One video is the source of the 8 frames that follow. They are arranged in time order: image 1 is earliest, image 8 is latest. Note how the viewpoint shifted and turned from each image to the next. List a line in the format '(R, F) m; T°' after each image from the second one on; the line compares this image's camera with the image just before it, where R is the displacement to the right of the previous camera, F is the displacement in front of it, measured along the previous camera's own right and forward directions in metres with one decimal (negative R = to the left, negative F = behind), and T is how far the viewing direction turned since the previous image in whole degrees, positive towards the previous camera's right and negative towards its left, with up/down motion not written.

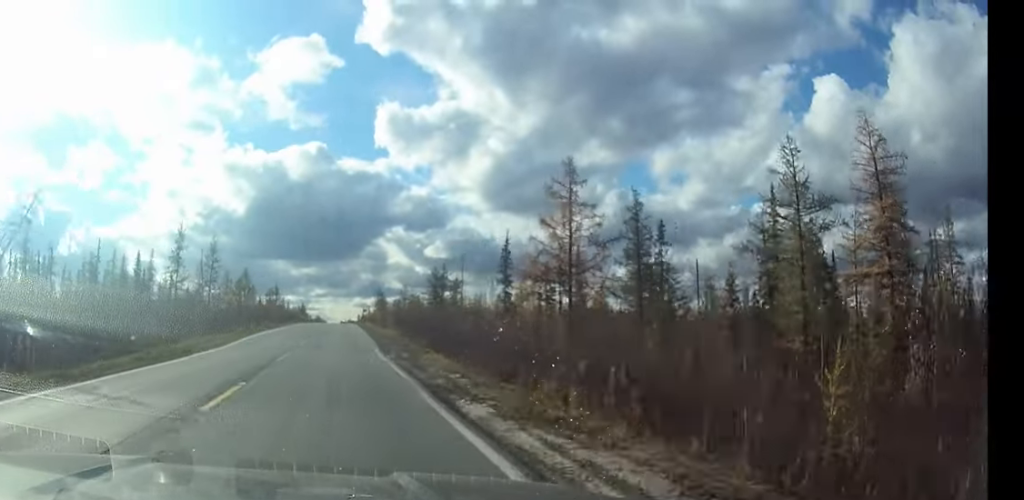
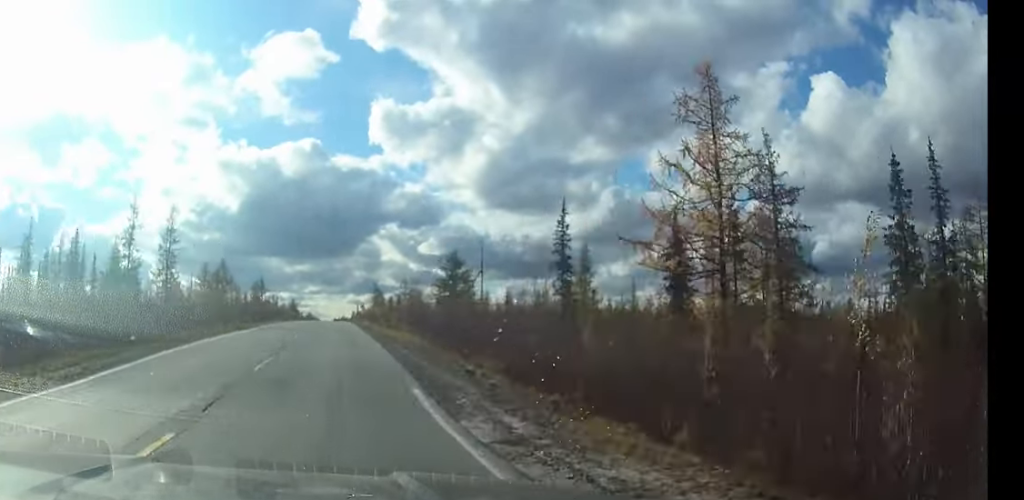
(0.0, +18.4) m; 0°
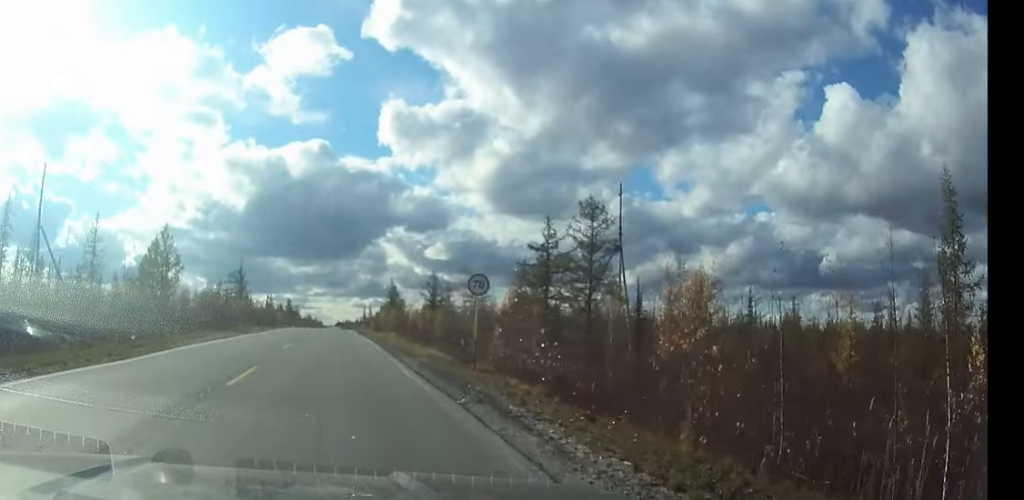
(0.0, +39.9) m; 0°
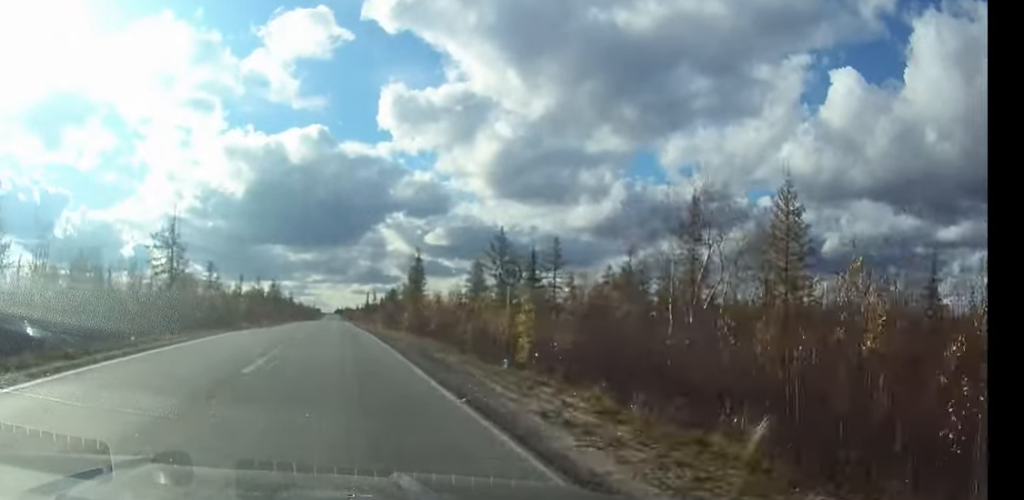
(0.0, +48.0) m; 0°
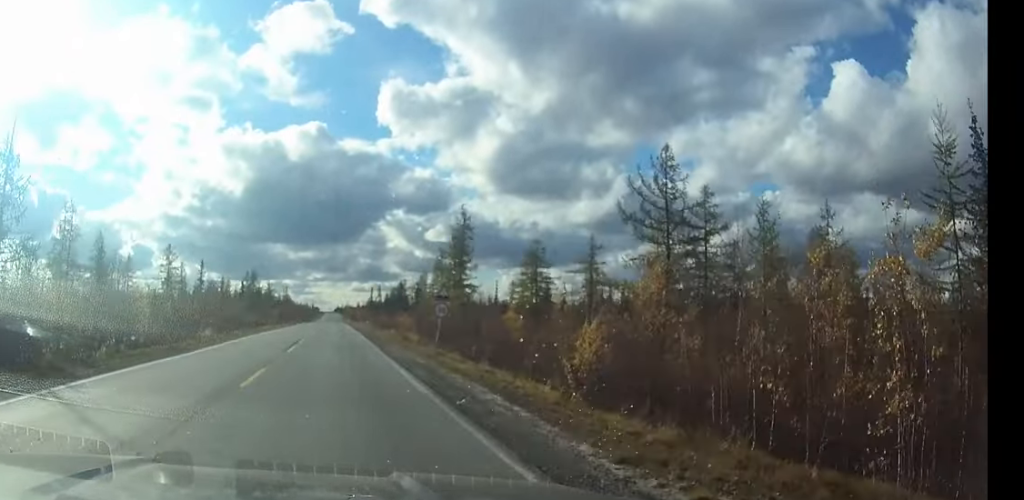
(0.0, +36.6) m; 0°
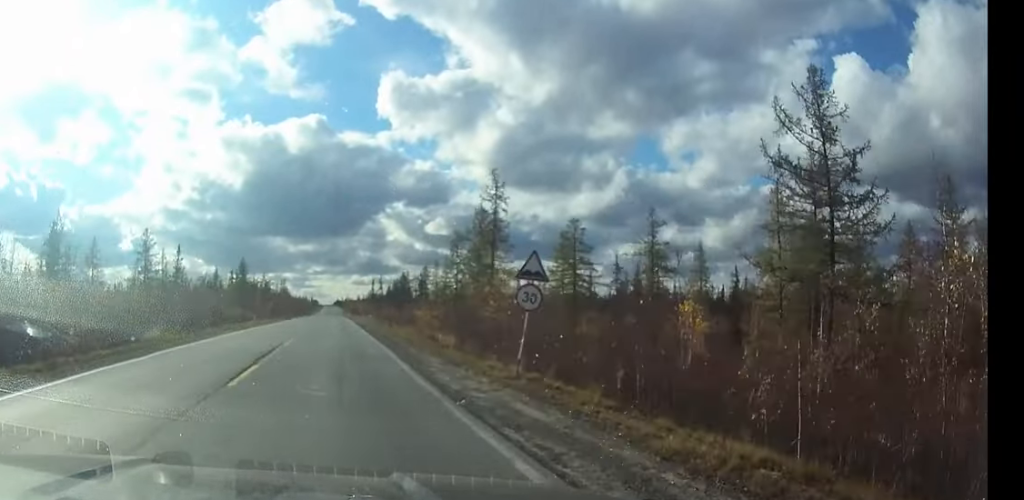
(0.0, +15.1) m; 0°
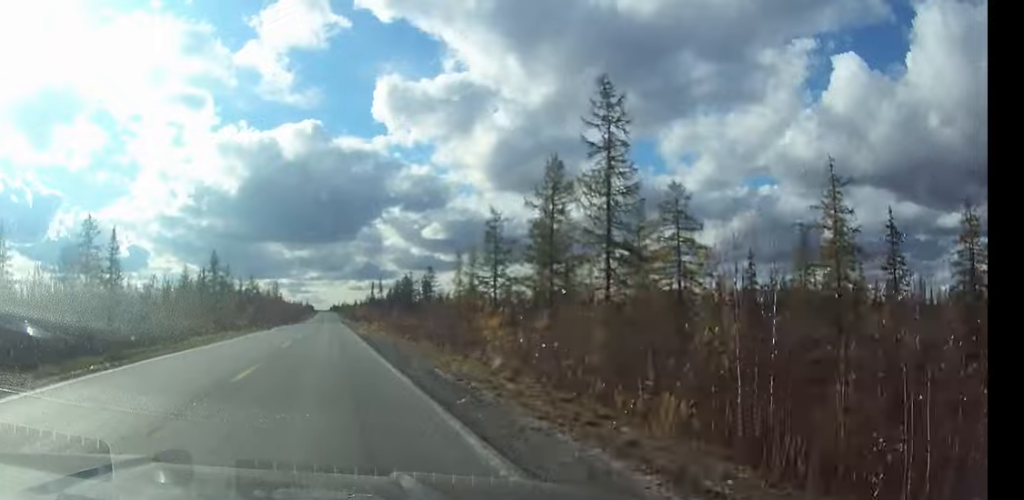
(0.0, +23.7) m; 0°
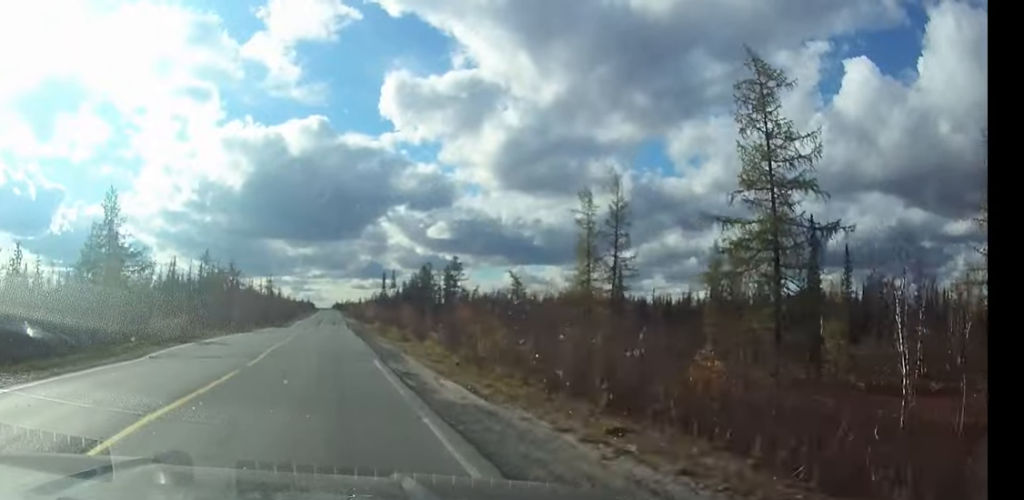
(-0.1, +42.1) m; 0°
